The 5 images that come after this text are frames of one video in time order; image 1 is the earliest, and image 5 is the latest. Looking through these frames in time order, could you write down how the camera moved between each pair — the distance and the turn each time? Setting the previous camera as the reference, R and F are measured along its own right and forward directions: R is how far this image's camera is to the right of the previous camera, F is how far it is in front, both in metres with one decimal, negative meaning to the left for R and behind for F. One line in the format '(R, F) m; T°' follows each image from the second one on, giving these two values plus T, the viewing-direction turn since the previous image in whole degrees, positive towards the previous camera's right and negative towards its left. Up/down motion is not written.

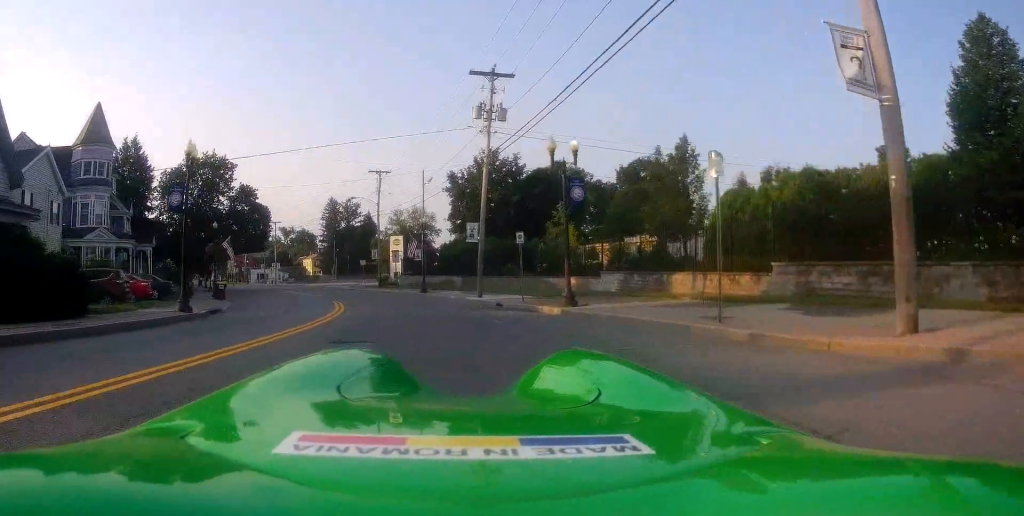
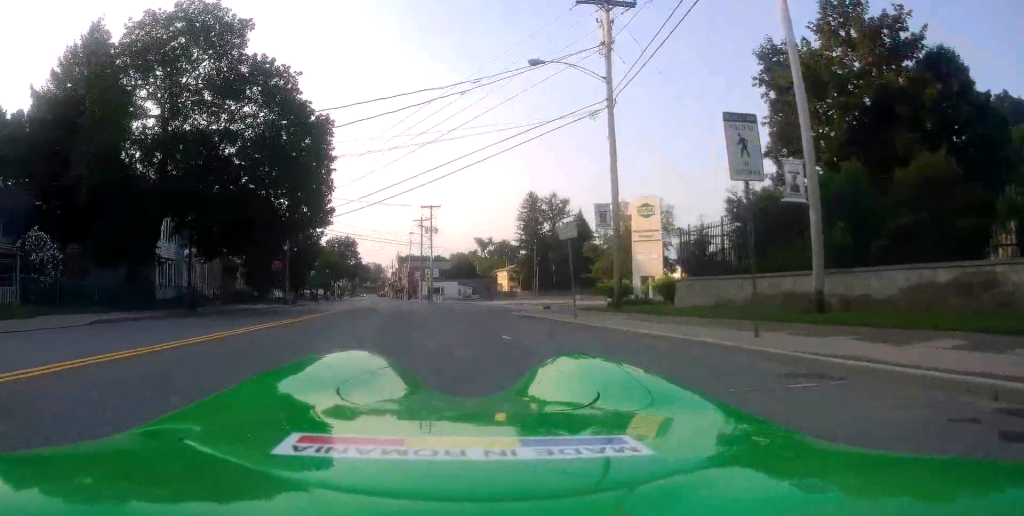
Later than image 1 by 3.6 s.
(-8.6, +40.8) m; -20°
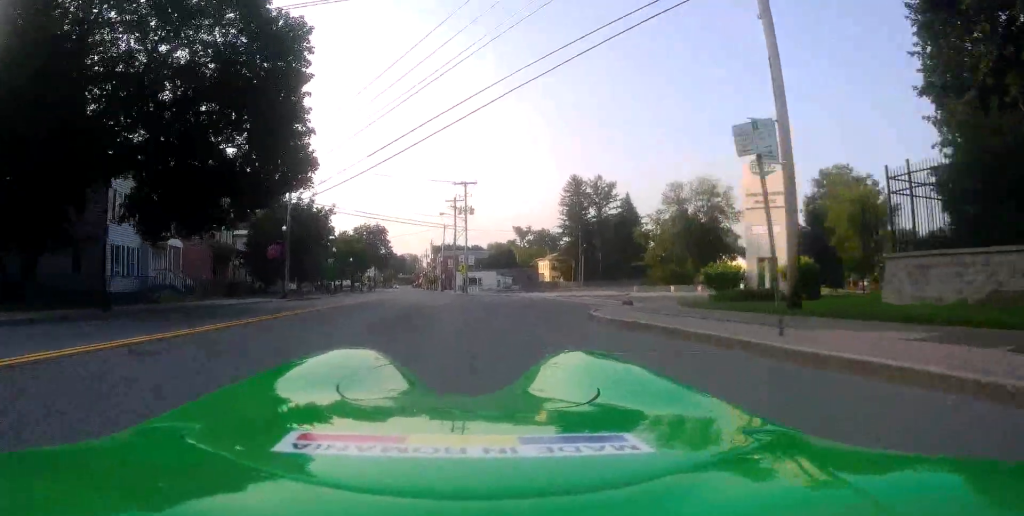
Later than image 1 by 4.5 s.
(-0.4, +10.7) m; -3°
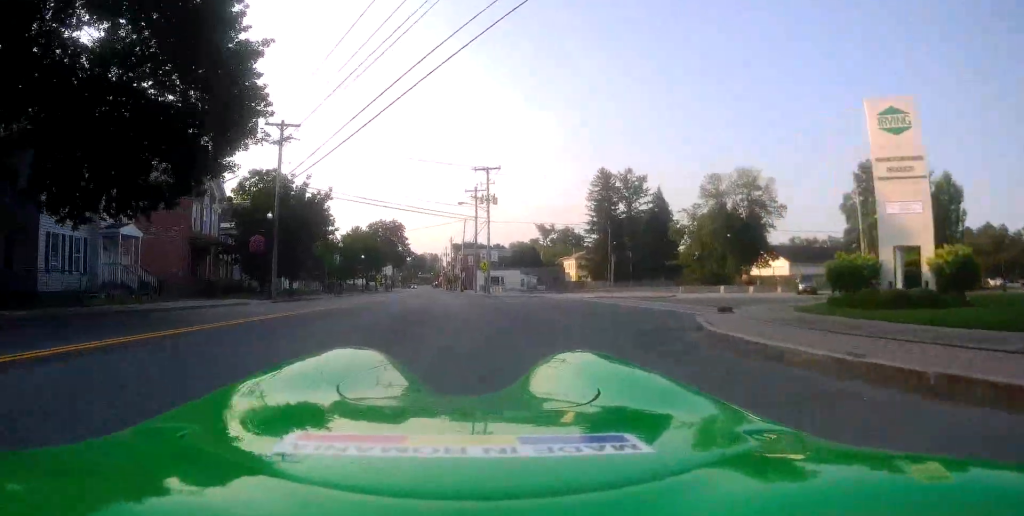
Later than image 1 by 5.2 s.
(+0.1, +7.8) m; -1°
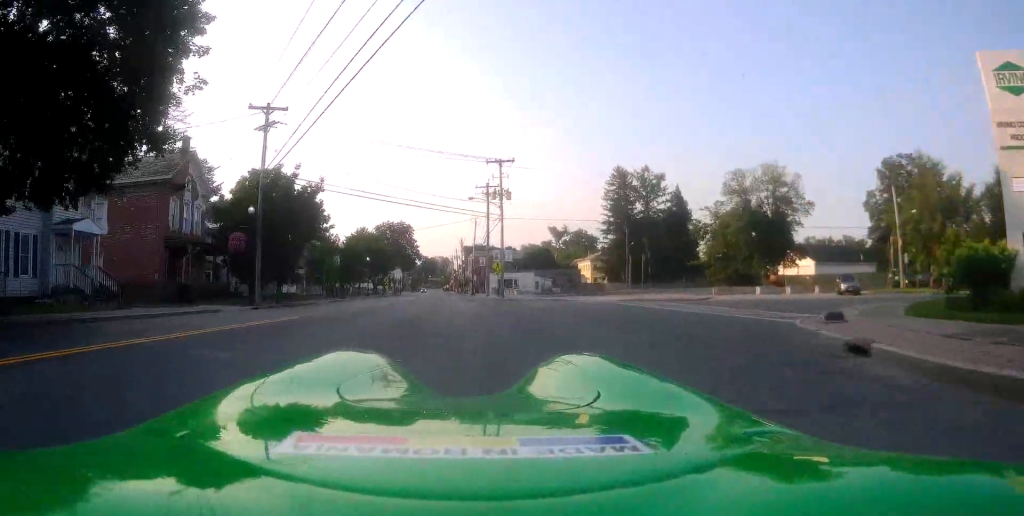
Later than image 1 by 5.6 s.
(-0.1, +4.7) m; -1°
